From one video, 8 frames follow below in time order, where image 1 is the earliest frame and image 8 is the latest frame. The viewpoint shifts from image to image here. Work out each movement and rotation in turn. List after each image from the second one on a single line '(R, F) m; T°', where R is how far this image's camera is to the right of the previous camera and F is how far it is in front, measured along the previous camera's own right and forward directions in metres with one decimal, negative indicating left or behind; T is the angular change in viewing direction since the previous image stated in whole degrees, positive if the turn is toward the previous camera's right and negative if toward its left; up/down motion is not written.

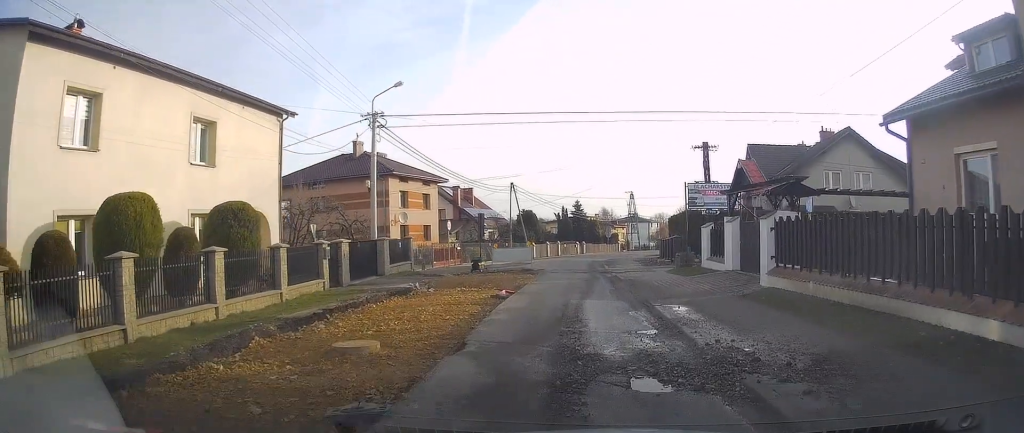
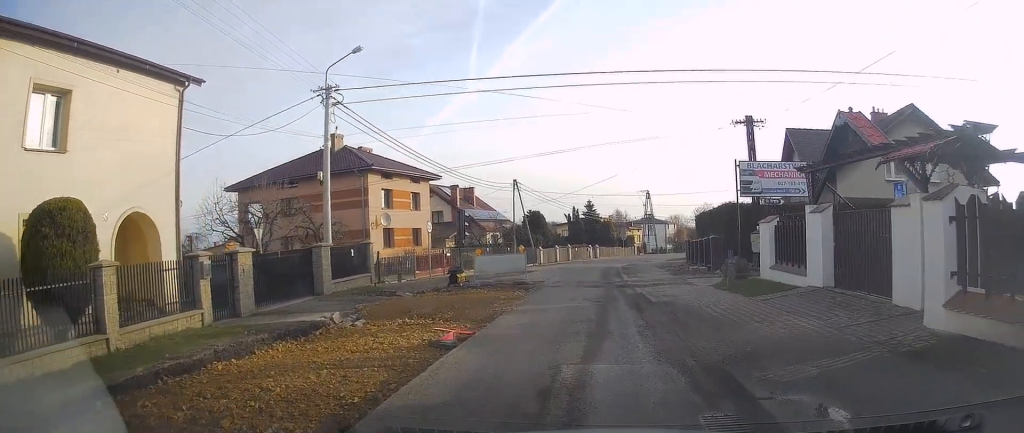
(+0.7, +8.0) m; +7°
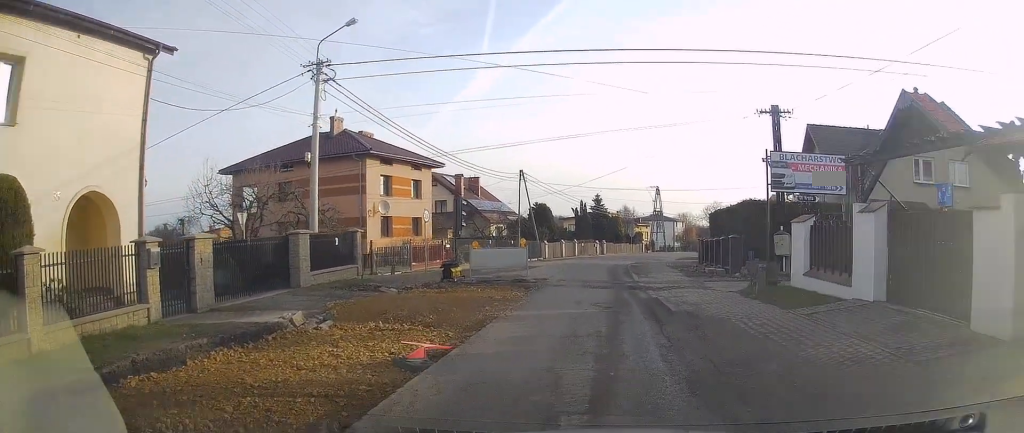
(-0.1, +1.8) m; -4°
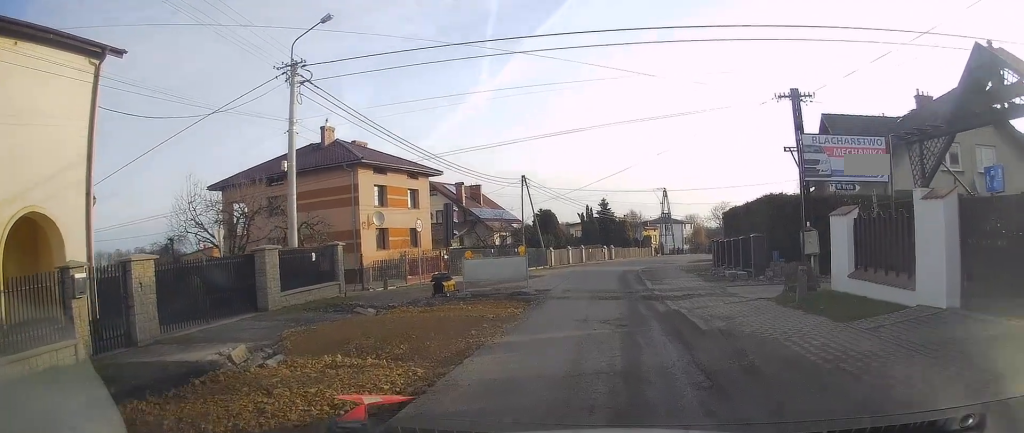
(0.0, +1.9) m; -4°
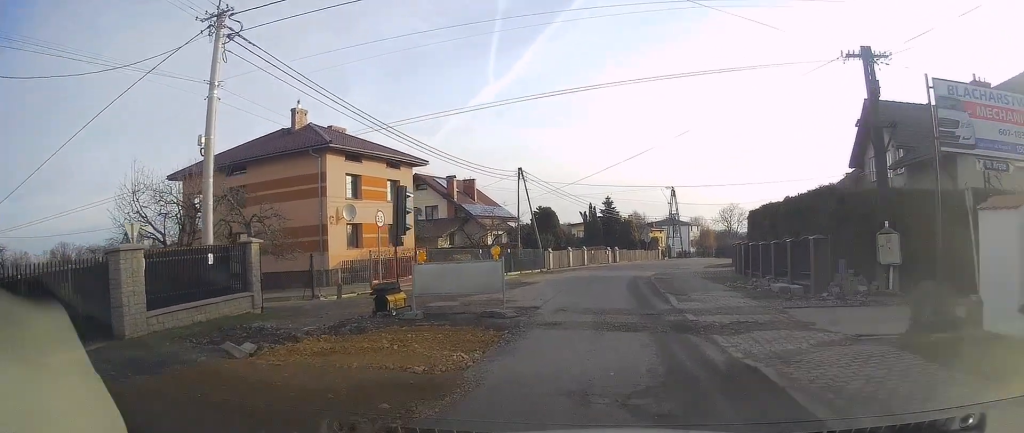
(-0.3, +4.4) m; -3°
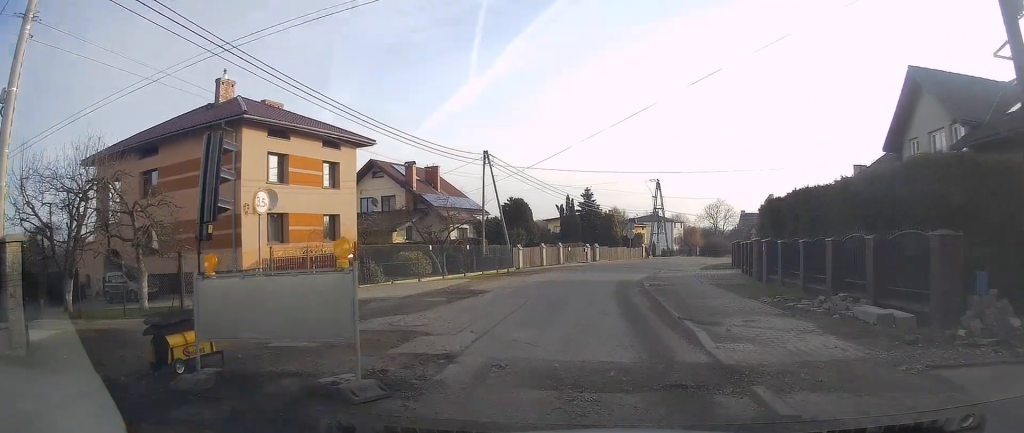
(+0.1, +6.3) m; +3°
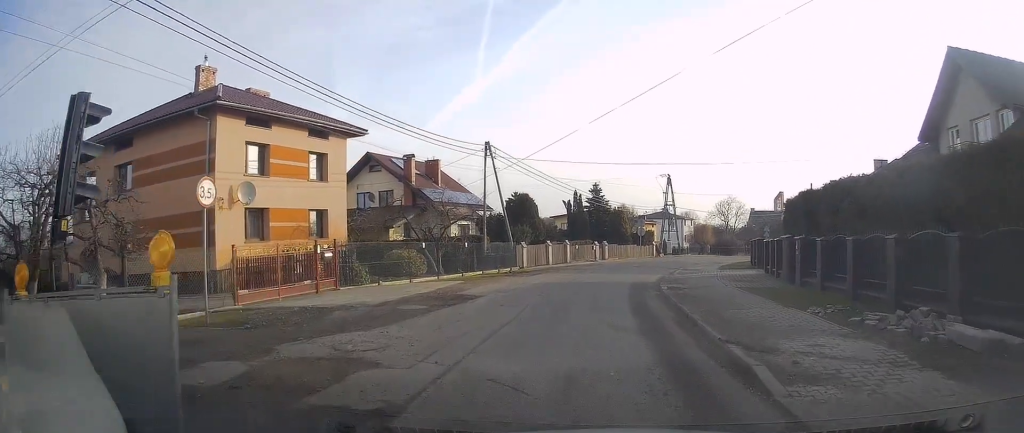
(0.0, +2.7) m; +2°
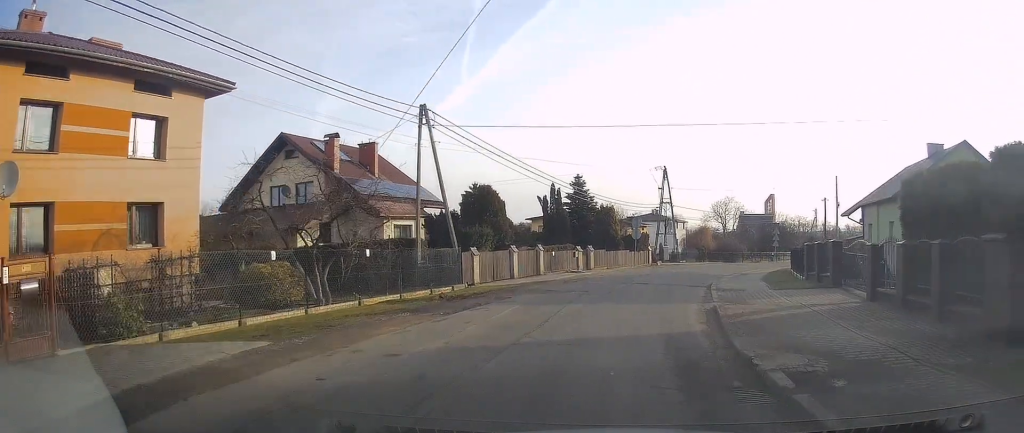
(+0.1, +12.3) m; +2°
